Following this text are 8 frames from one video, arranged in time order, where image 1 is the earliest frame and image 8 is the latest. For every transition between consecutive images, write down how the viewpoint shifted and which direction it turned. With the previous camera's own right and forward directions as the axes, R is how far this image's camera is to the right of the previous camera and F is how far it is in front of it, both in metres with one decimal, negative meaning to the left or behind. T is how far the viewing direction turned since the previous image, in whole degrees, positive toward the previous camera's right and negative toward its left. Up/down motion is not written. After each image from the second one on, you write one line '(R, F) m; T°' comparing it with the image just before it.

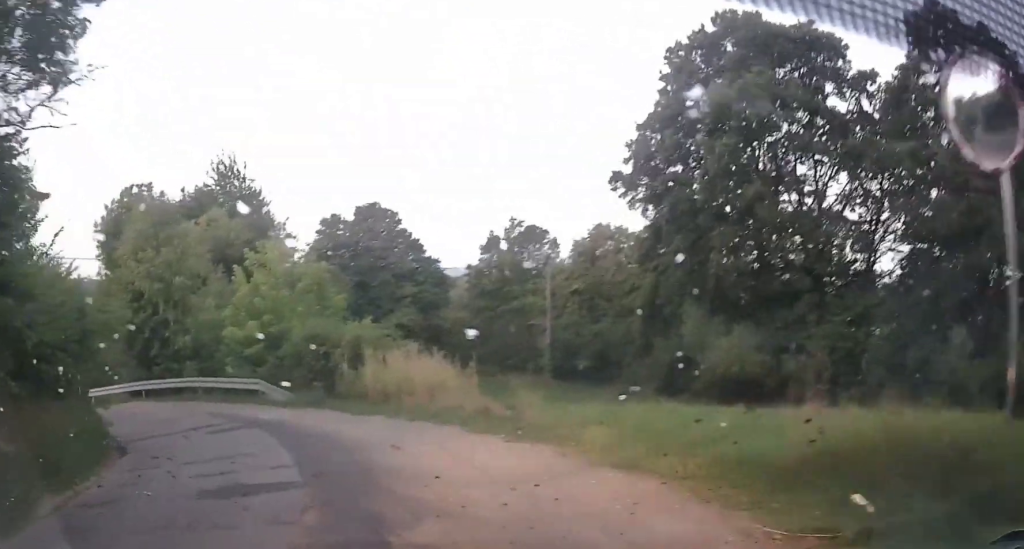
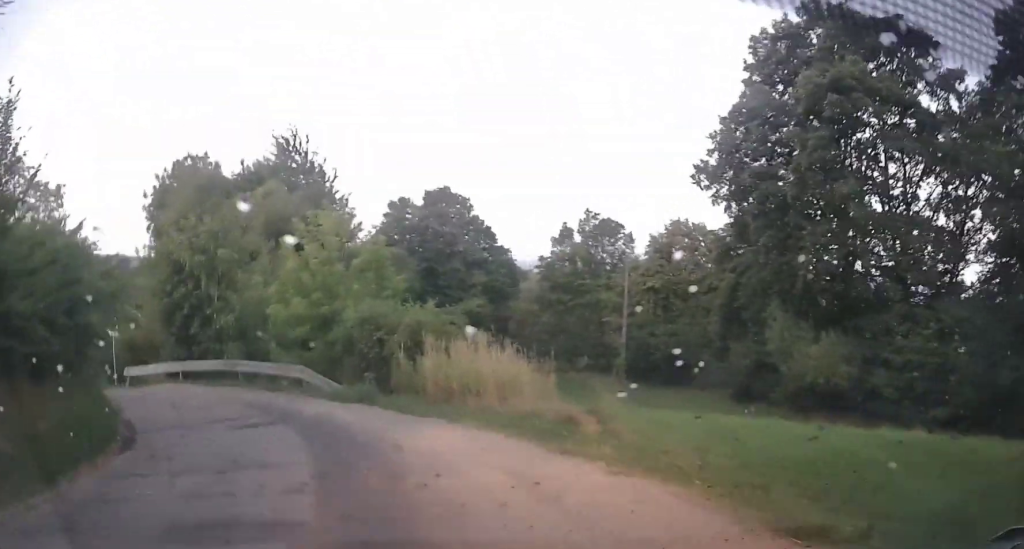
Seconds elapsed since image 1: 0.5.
(-0.1, +2.3) m; -6°
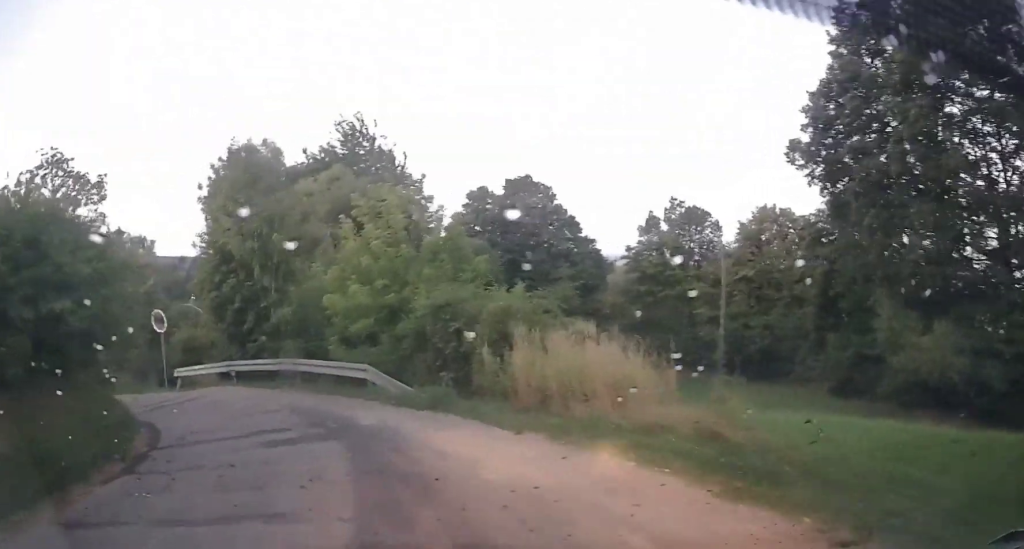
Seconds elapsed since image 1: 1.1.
(-0.2, +2.5) m; -7°
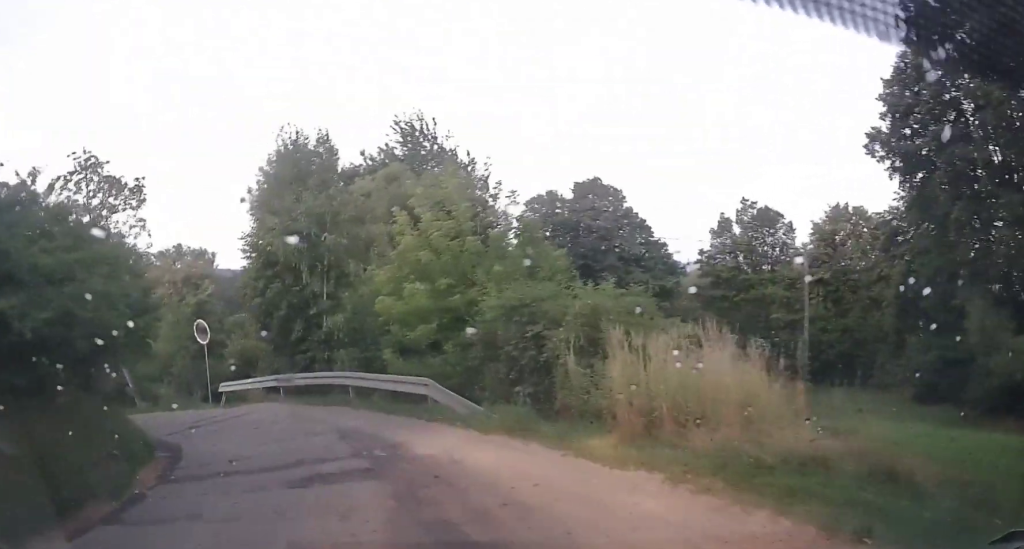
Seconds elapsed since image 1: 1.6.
(-0.1, +2.2) m; -7°
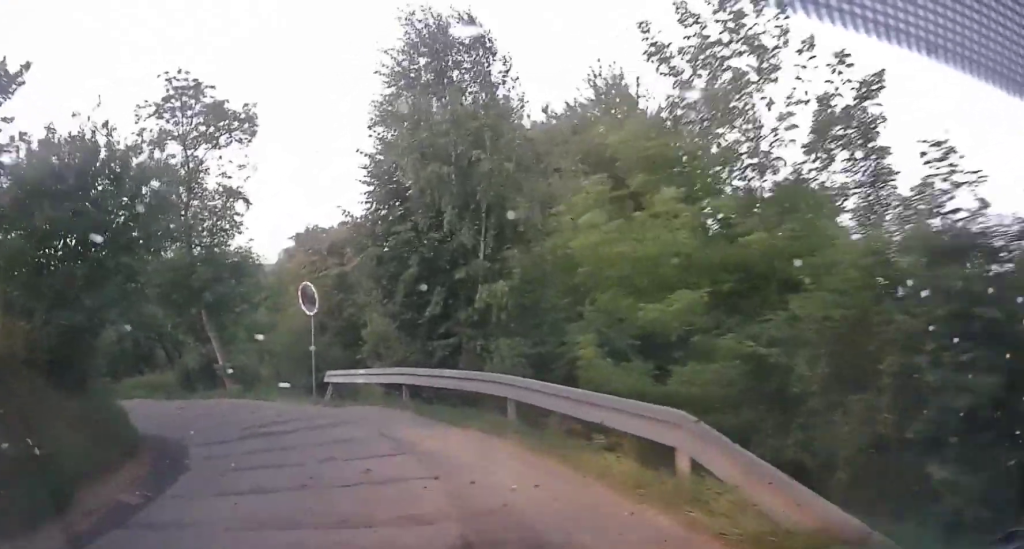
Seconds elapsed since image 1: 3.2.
(-1.4, +6.6) m; -22°
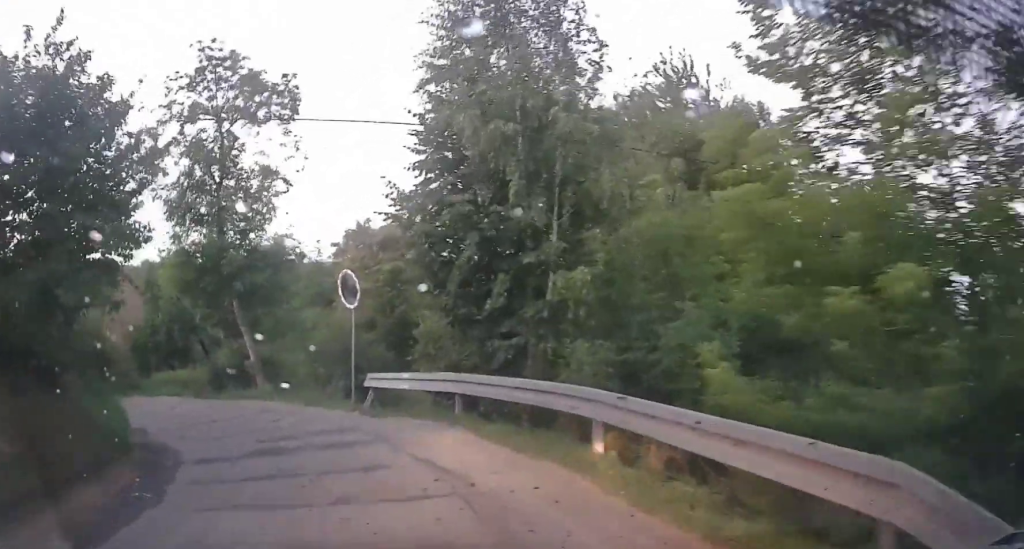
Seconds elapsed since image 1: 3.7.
(0.0, +2.2) m; -8°
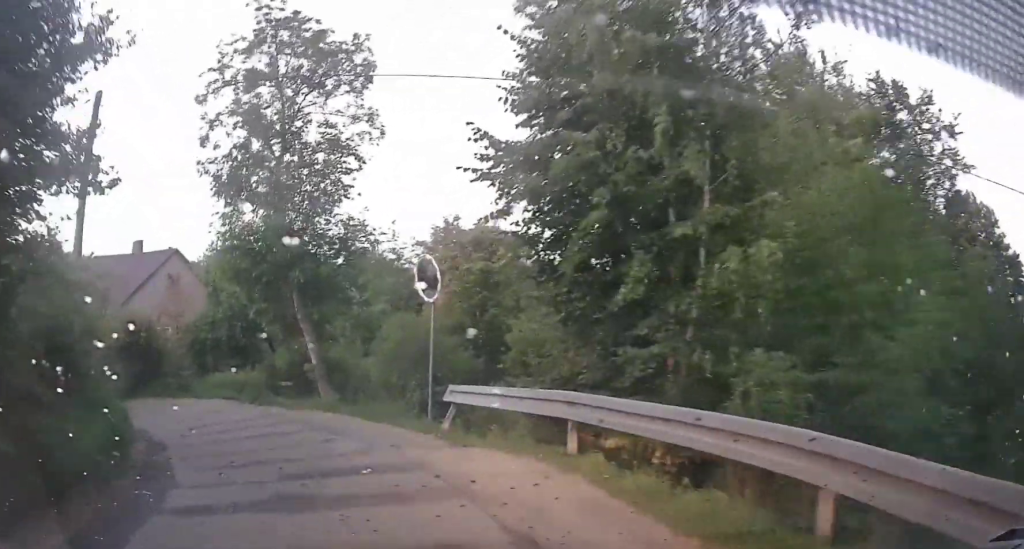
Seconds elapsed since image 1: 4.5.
(-0.4, +3.2) m; -9°
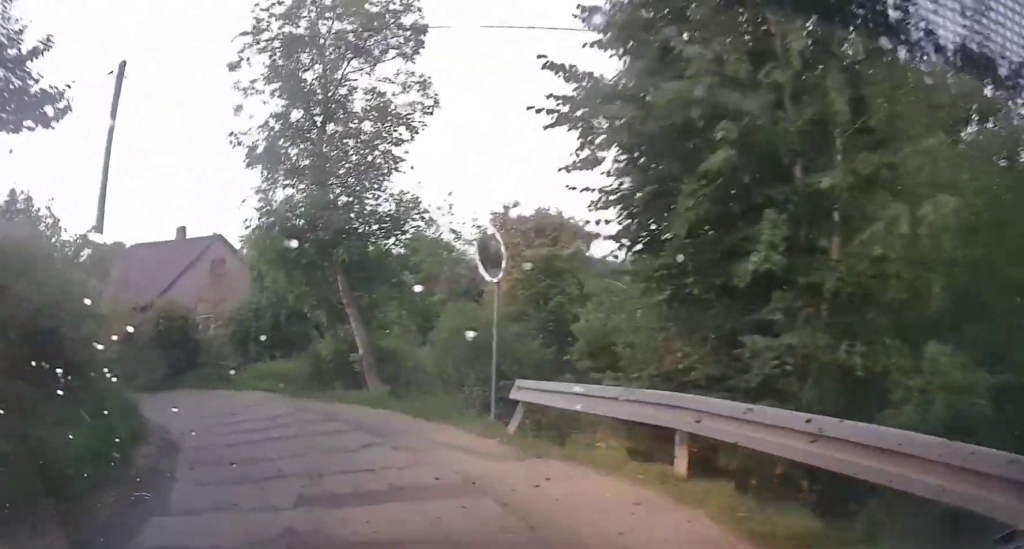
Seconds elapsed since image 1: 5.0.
(-0.1, +1.9) m; -5°
